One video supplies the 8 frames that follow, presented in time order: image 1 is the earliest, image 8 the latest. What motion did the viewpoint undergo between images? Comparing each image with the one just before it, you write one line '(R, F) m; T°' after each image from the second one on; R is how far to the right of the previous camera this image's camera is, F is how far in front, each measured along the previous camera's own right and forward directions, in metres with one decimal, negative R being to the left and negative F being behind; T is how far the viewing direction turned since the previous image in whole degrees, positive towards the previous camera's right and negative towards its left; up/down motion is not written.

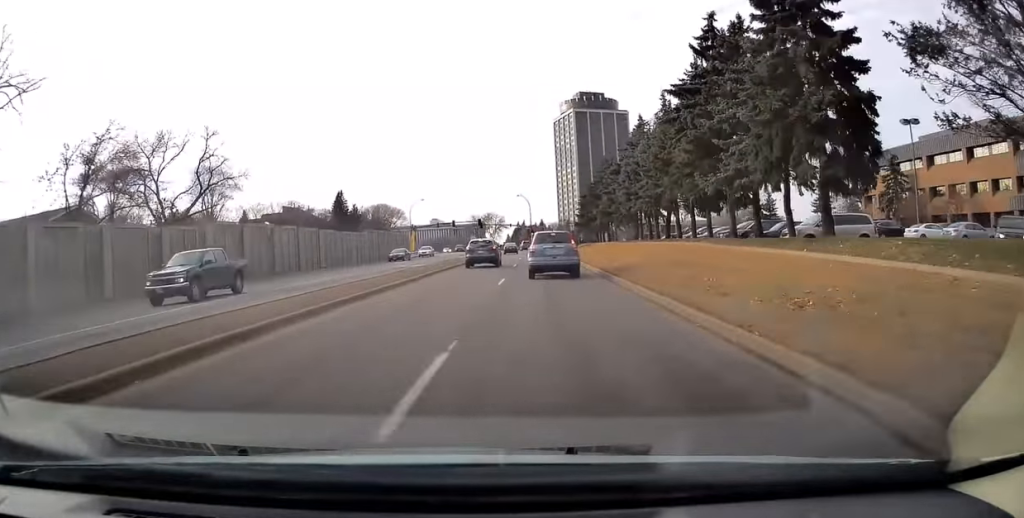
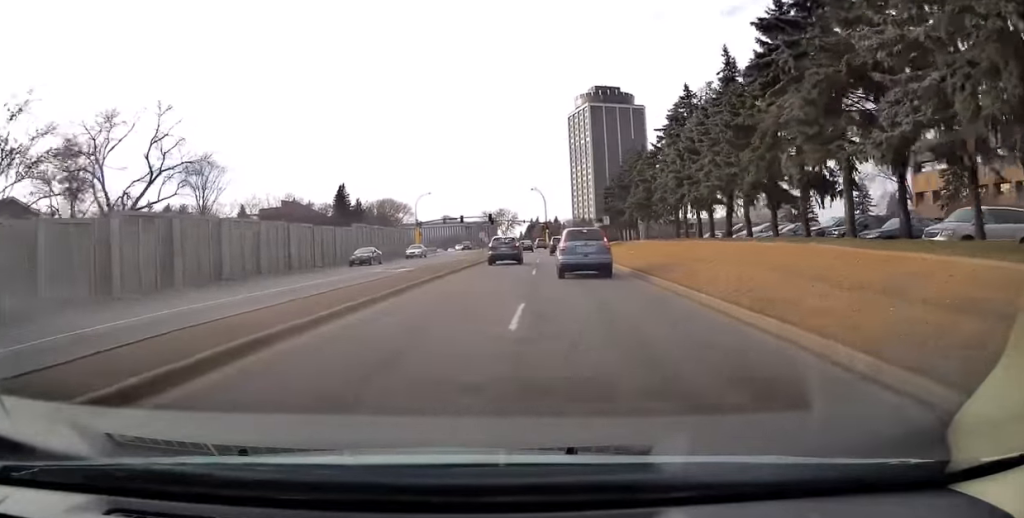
(-0.2, +10.4) m; -1°
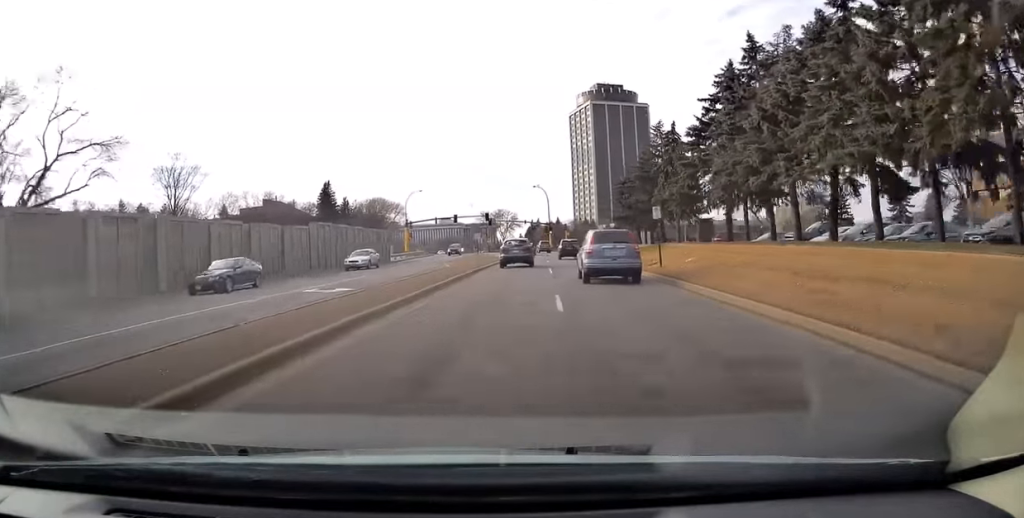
(0.0, +12.3) m; +1°
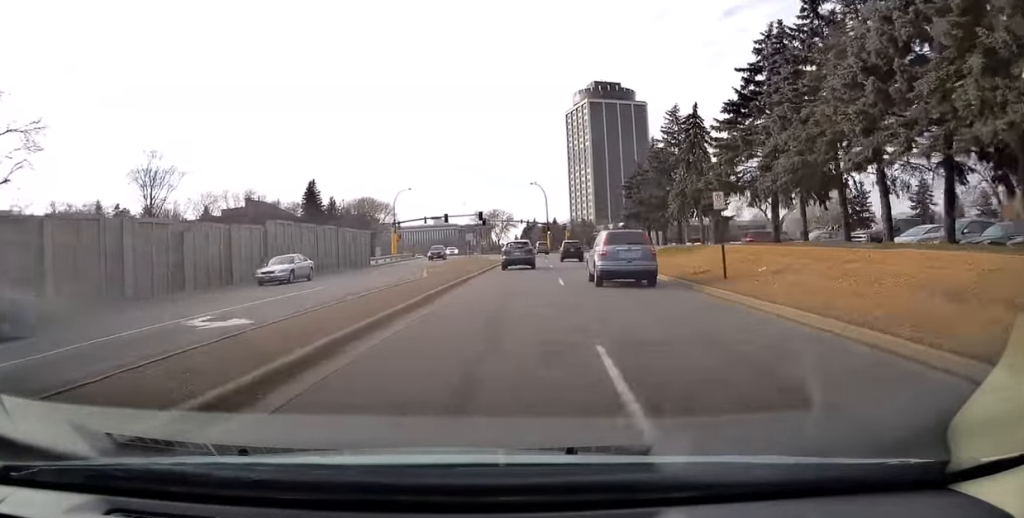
(+0.1, +7.7) m; 0°
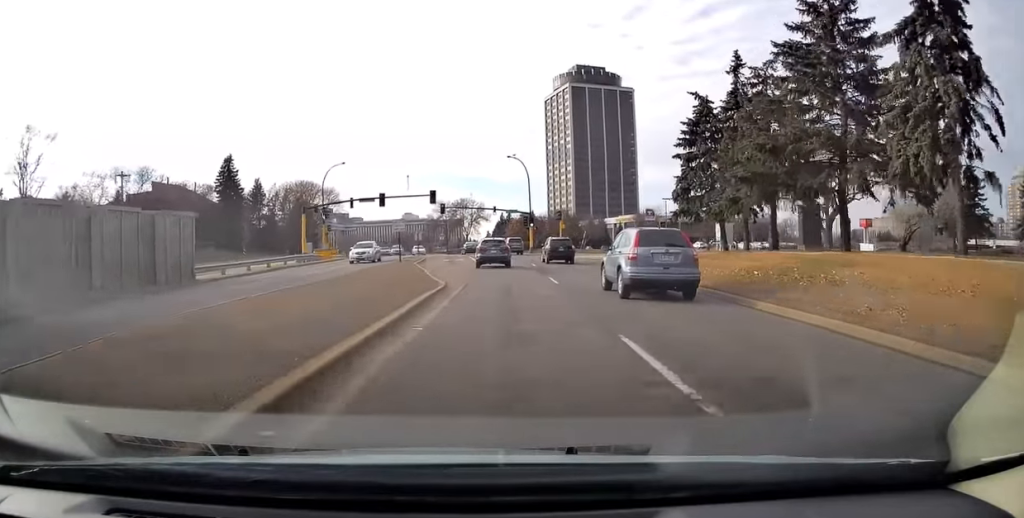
(0.0, +30.2) m; 0°
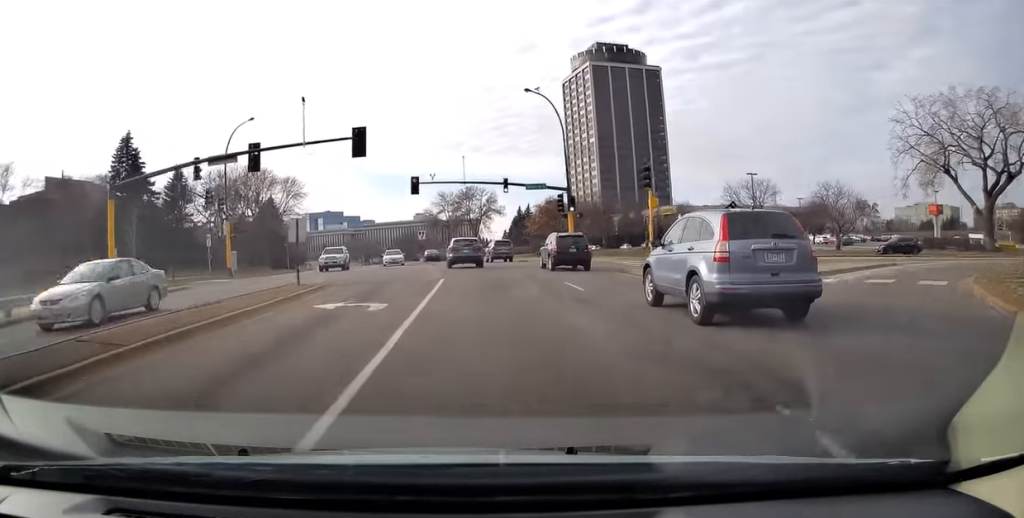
(+0.8, +33.8) m; 0°
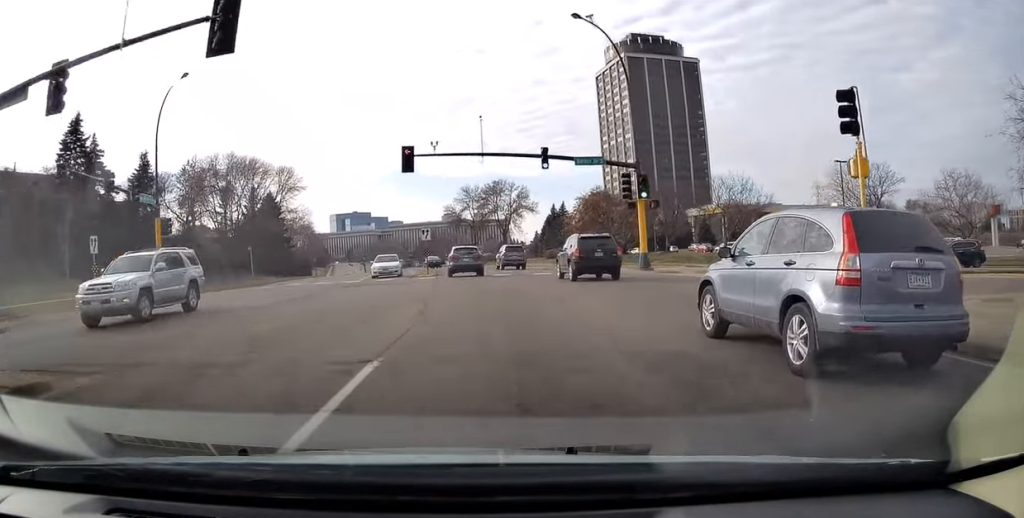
(-0.2, +15.2) m; -3°
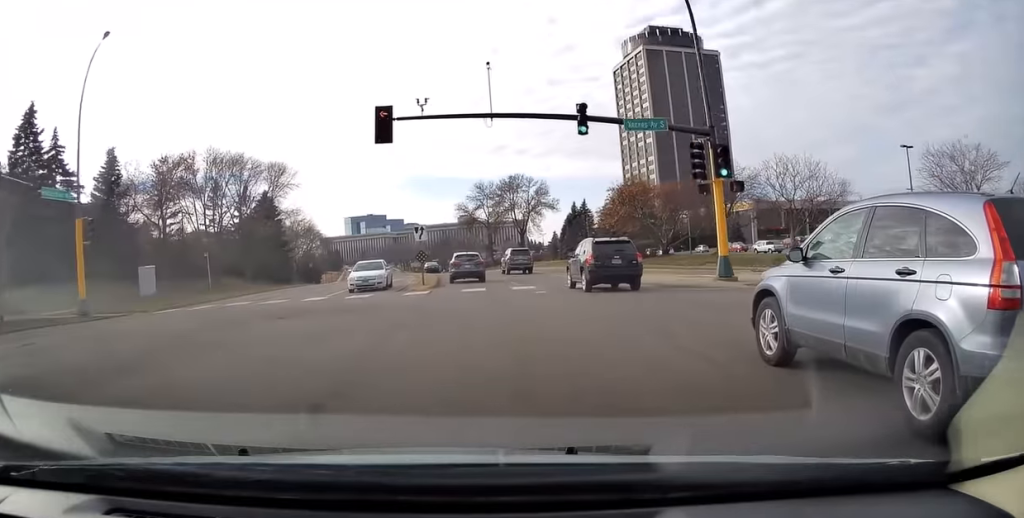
(-0.3, +9.3) m; -3°
